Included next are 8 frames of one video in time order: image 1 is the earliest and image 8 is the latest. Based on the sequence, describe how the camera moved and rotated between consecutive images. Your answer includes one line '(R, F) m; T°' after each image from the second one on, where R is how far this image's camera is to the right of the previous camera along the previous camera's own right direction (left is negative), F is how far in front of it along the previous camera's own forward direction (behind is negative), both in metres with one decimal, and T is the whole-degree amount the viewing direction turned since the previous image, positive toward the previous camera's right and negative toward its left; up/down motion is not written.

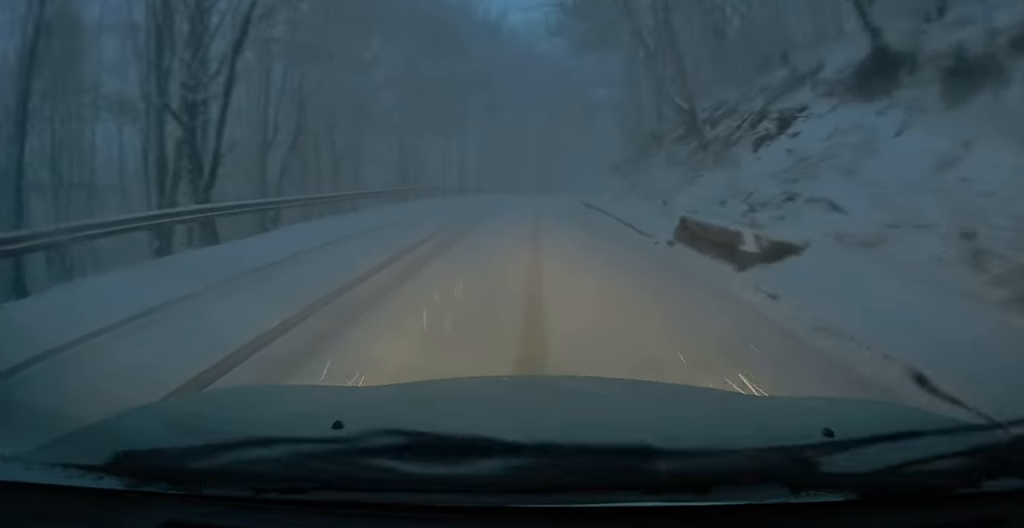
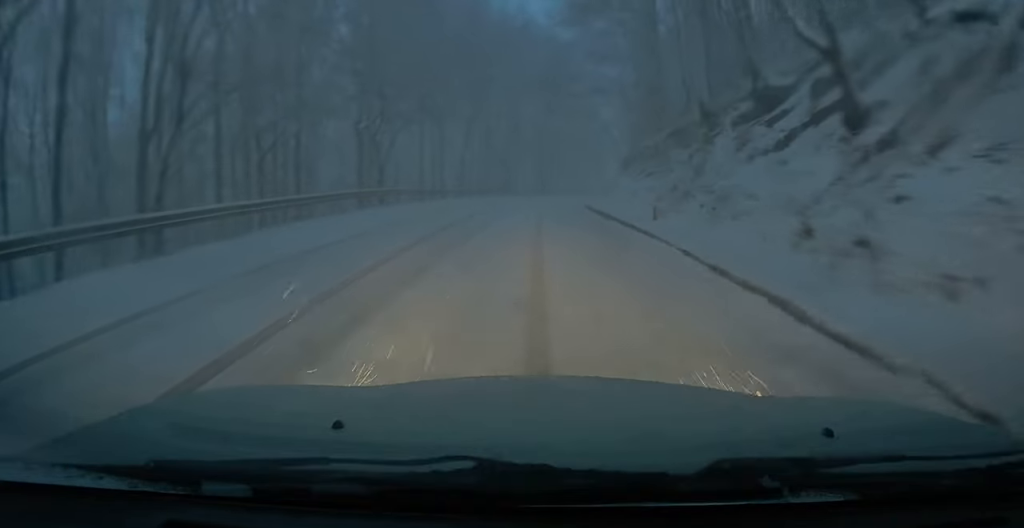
(-0.1, +8.6) m; 0°
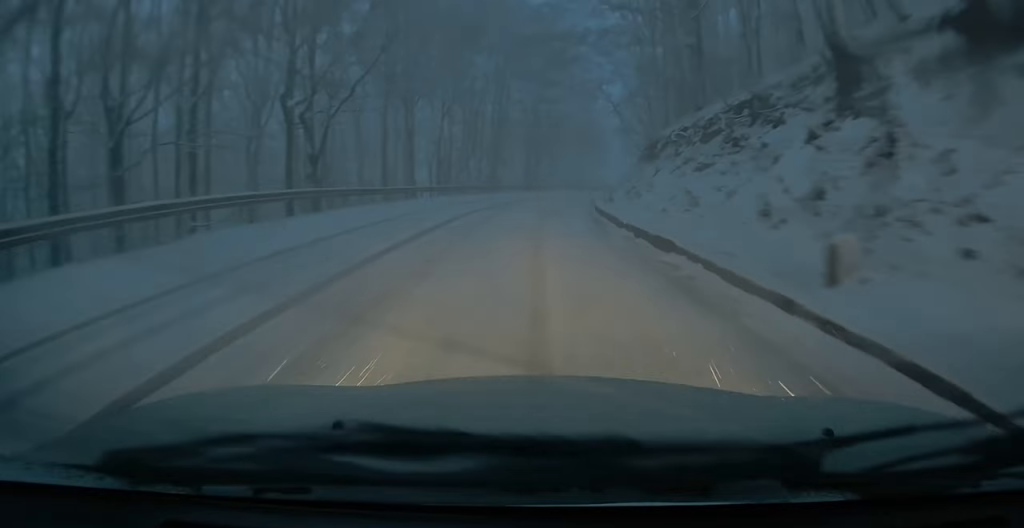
(+0.1, +9.3) m; +3°
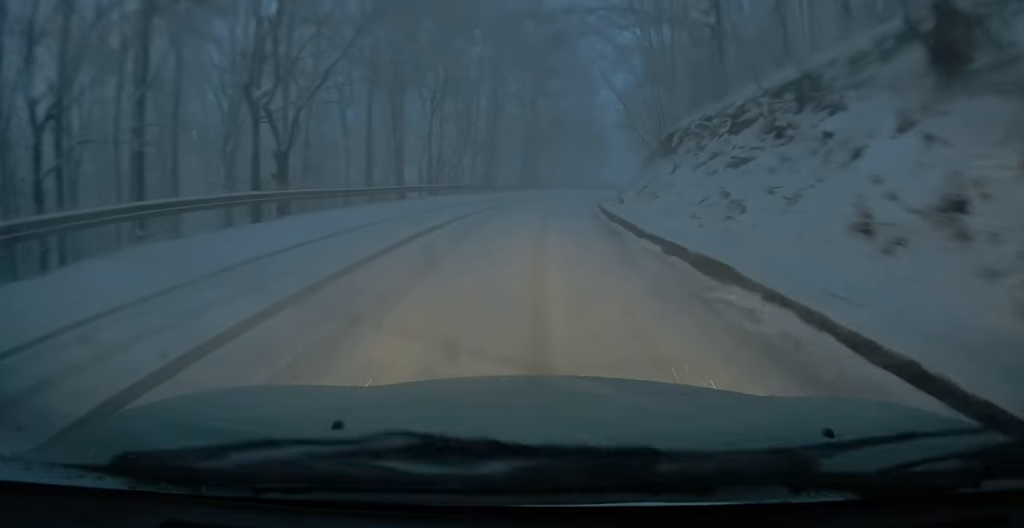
(0.0, +3.2) m; +1°
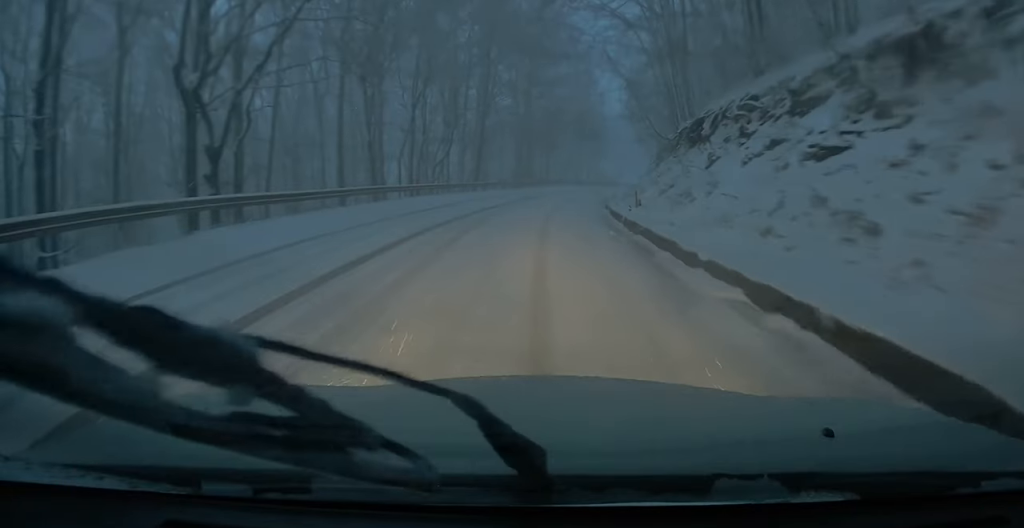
(+0.1, +4.6) m; +2°
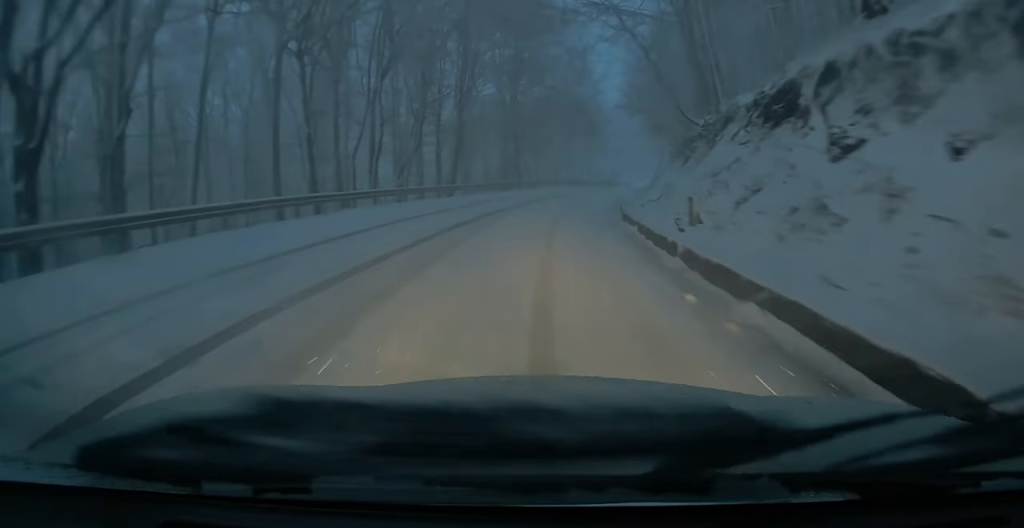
(+0.3, +7.5) m; 0°
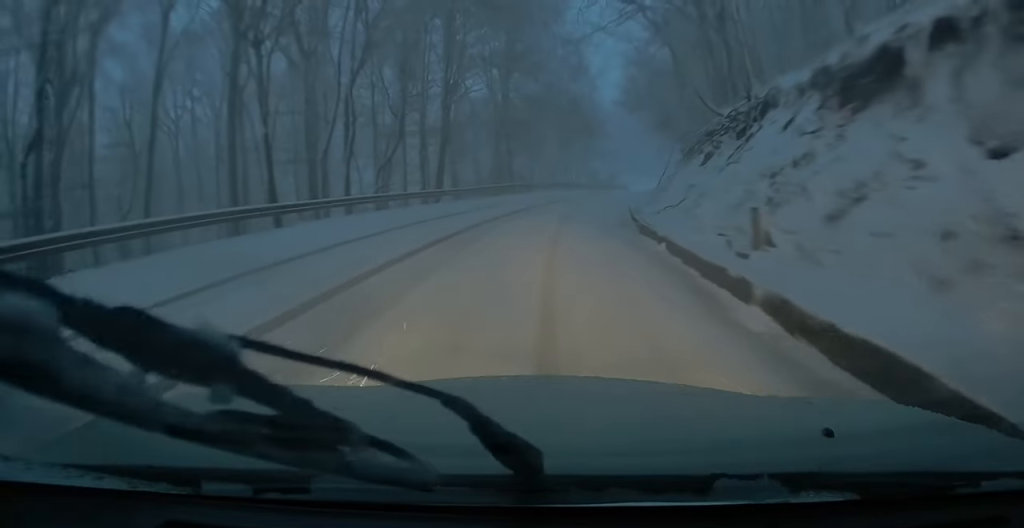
(+0.2, +3.6) m; -1°
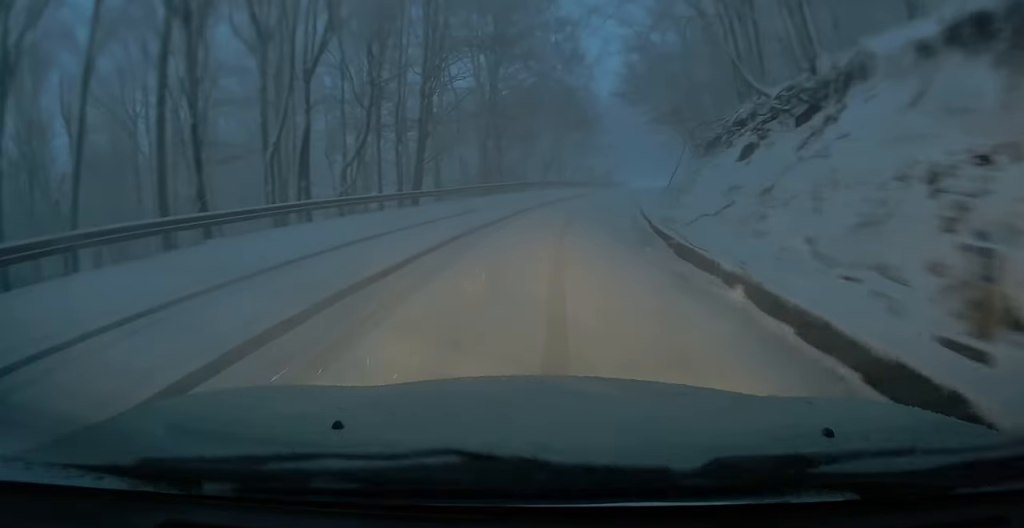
(-0.4, +4.7) m; -2°
